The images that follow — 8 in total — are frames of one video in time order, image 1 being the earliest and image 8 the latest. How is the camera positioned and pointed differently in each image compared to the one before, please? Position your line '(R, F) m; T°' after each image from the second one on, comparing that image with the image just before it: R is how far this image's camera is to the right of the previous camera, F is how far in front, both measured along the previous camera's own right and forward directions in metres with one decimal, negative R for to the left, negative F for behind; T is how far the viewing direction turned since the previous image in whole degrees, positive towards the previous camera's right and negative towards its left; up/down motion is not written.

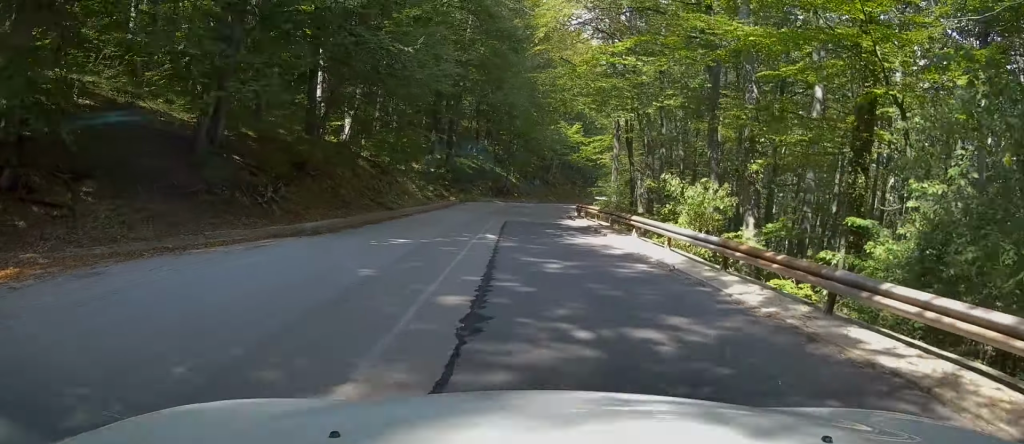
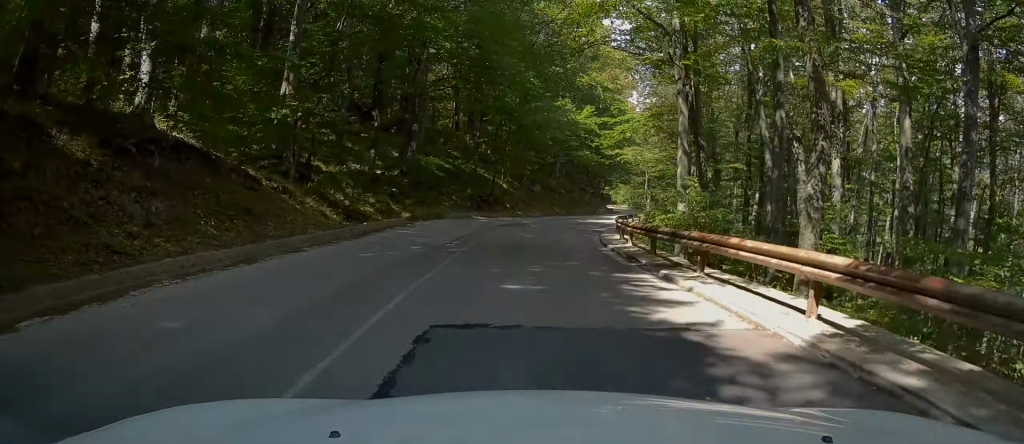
(0.0, +19.5) m; +1°
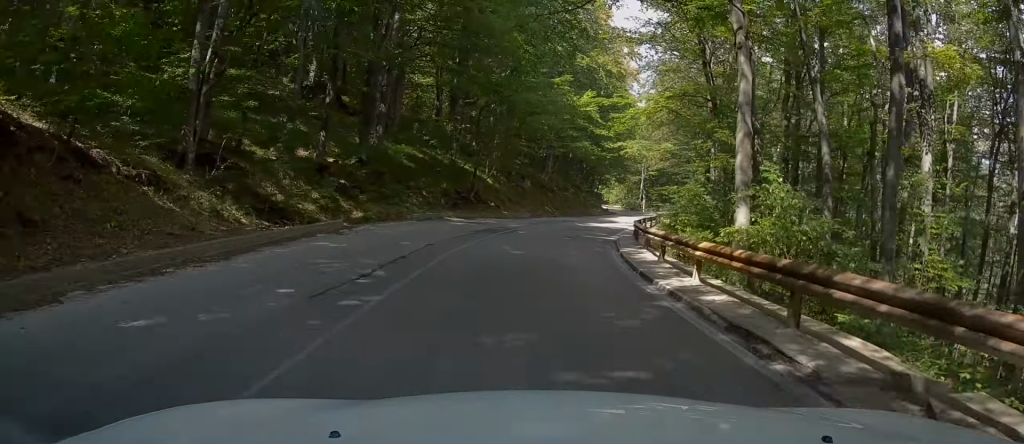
(+0.1, +7.5) m; +1°
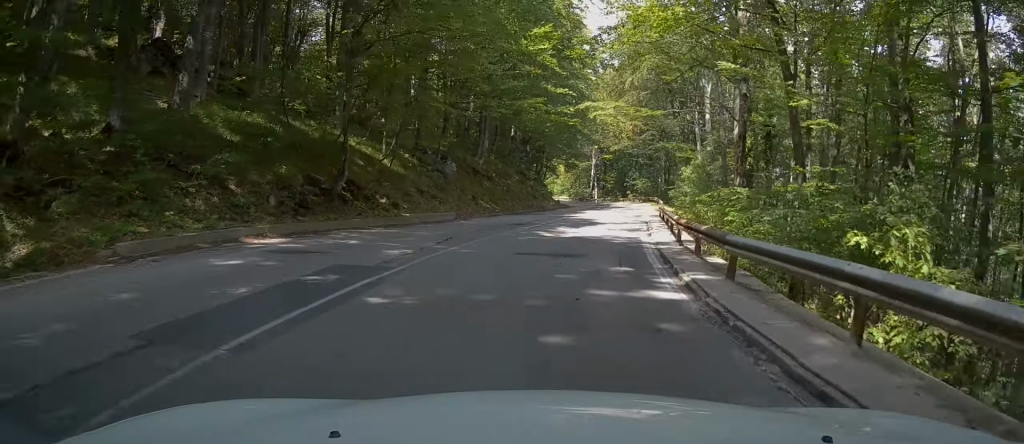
(+0.2, +16.0) m; +3°
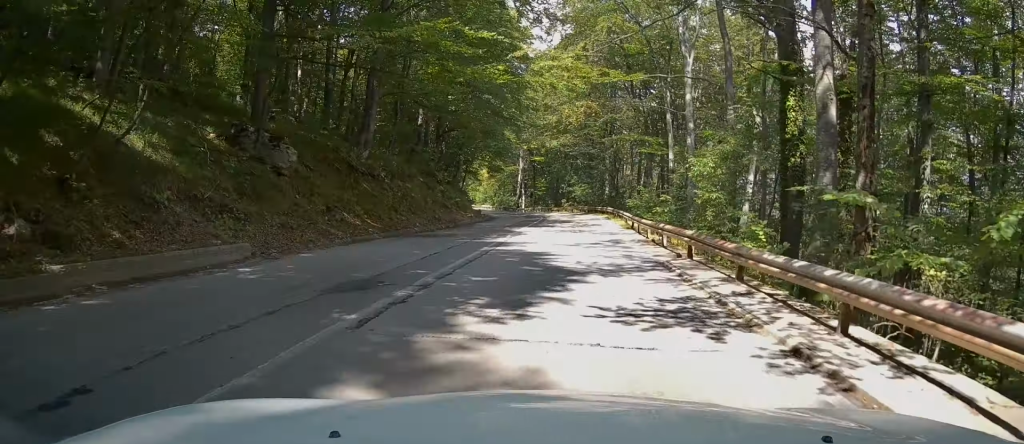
(+0.6, +13.4) m; +4°
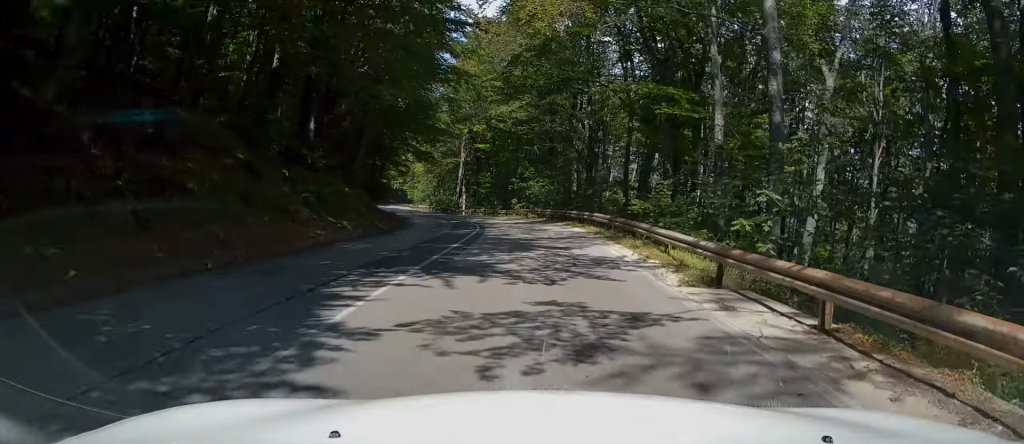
(+0.8, +16.8) m; +4°
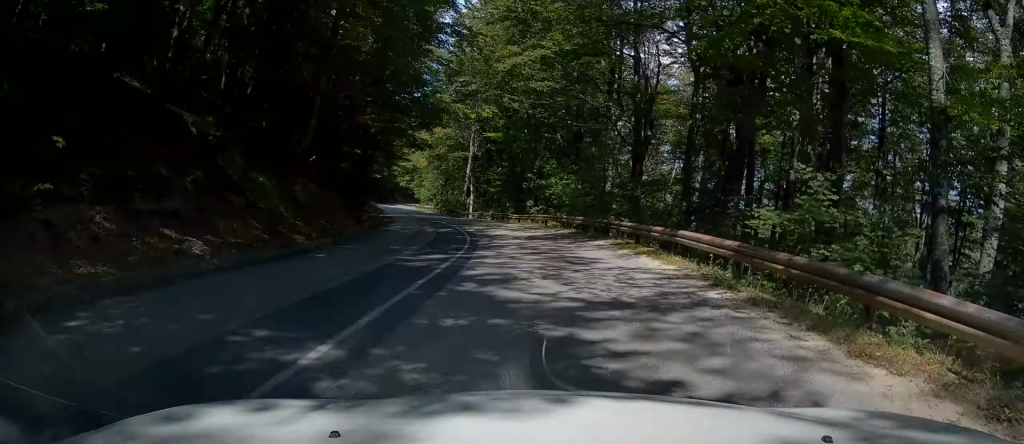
(+0.1, +10.4) m; 0°
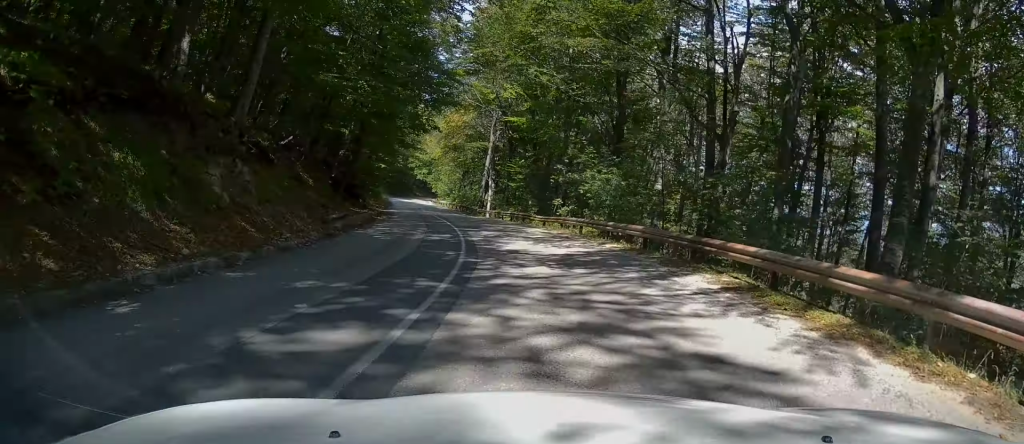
(+0.1, +7.5) m; -1°
